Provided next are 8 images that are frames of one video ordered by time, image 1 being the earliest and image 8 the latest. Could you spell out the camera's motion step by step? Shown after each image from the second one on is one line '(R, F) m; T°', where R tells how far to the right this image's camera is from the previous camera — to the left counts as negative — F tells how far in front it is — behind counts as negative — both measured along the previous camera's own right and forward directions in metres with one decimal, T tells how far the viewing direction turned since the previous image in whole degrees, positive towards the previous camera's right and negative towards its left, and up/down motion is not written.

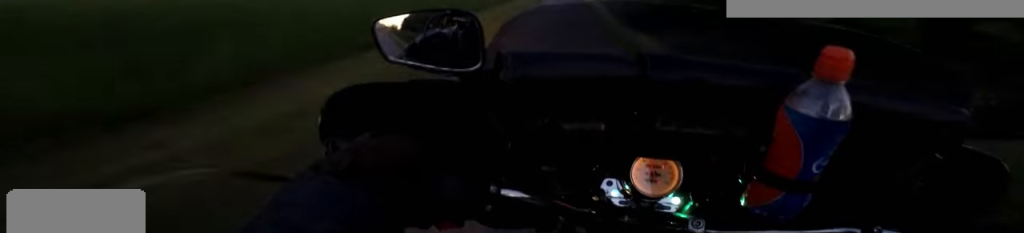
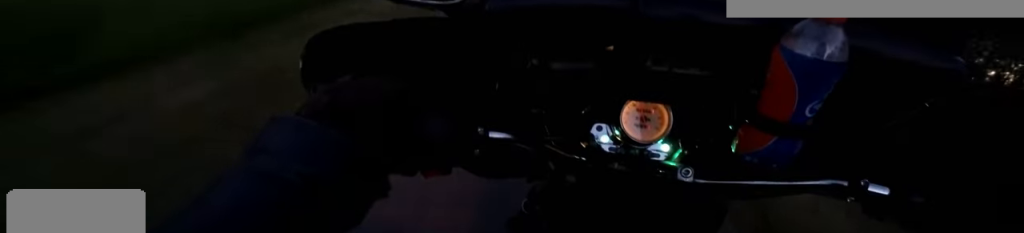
(0.0, +10.7) m; -1°
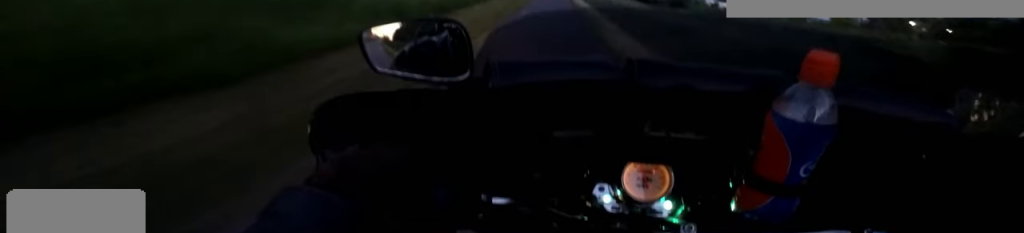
(+0.2, +5.7) m; 0°
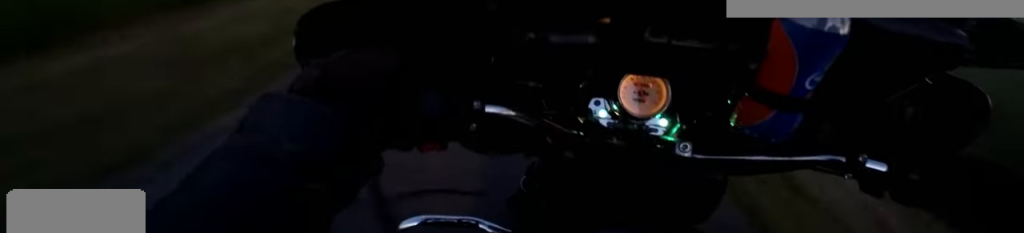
(-0.4, +10.5) m; 0°
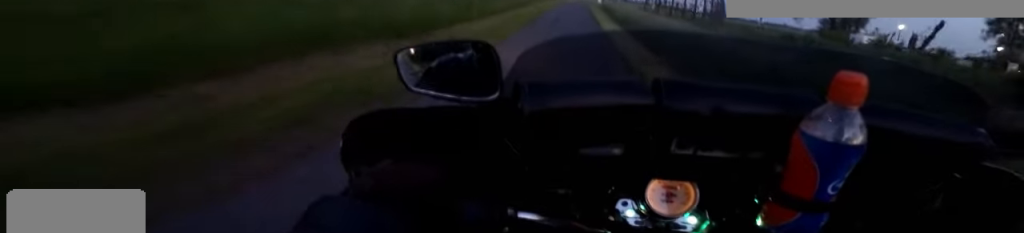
(+0.8, +16.9) m; +3°
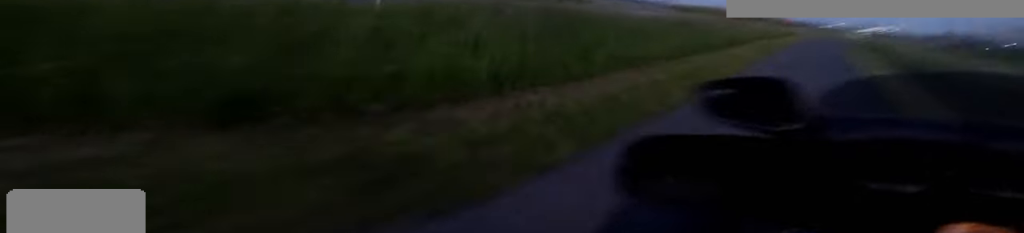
(0.0, +4.2) m; 0°
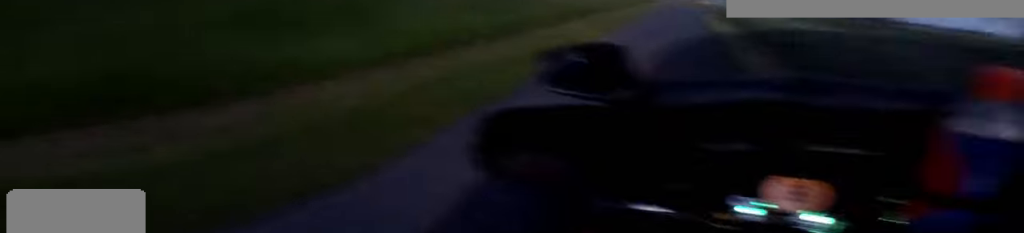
(0.0, +4.4) m; -1°
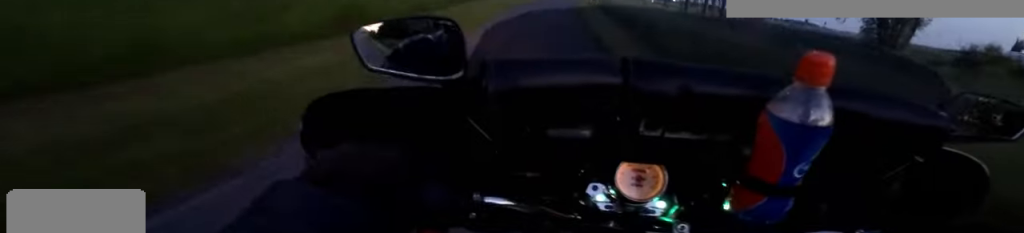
(0.0, +4.3) m; +1°
